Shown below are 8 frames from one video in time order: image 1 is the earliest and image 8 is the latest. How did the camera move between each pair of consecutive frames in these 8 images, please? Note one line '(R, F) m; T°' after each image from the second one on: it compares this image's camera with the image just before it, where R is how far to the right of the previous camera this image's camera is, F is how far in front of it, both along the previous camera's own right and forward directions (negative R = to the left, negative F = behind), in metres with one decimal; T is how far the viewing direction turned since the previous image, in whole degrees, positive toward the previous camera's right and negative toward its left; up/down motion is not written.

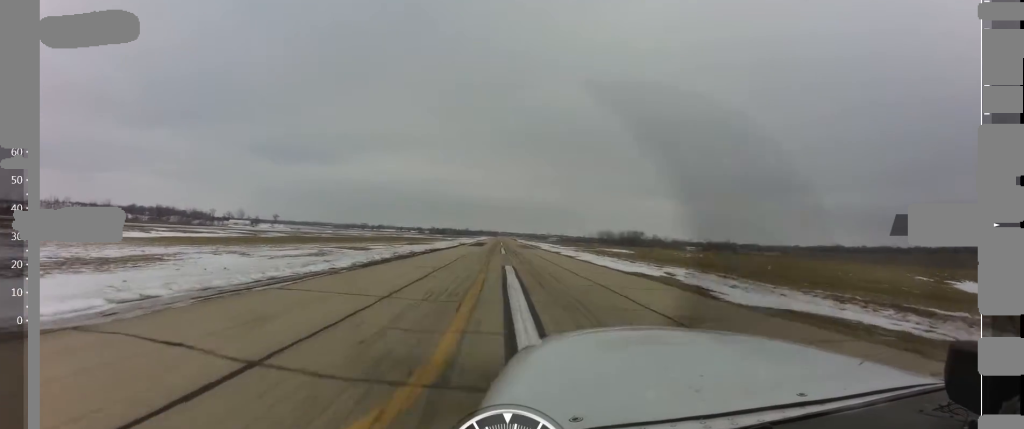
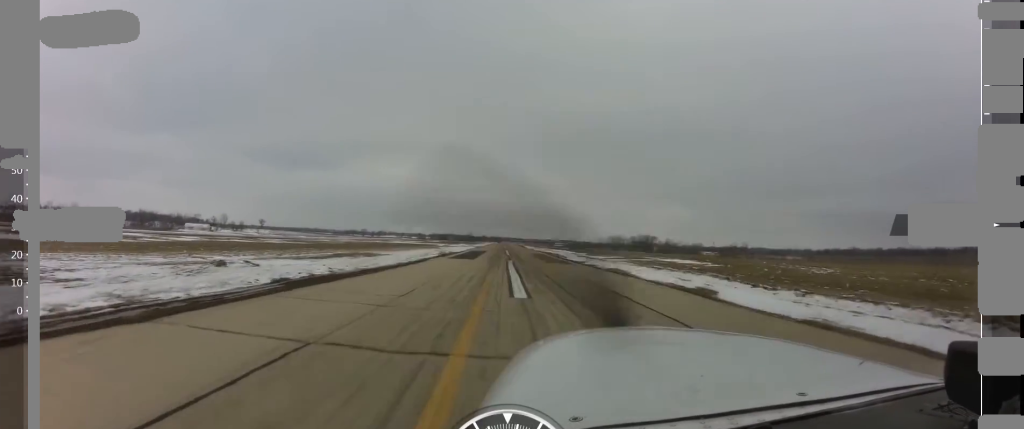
(-0.9, +36.4) m; -2°
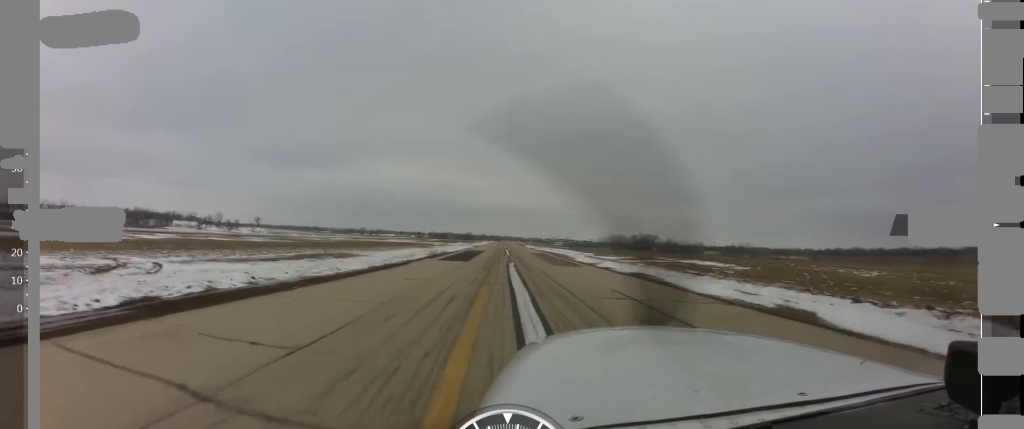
(0.0, +7.6) m; 0°
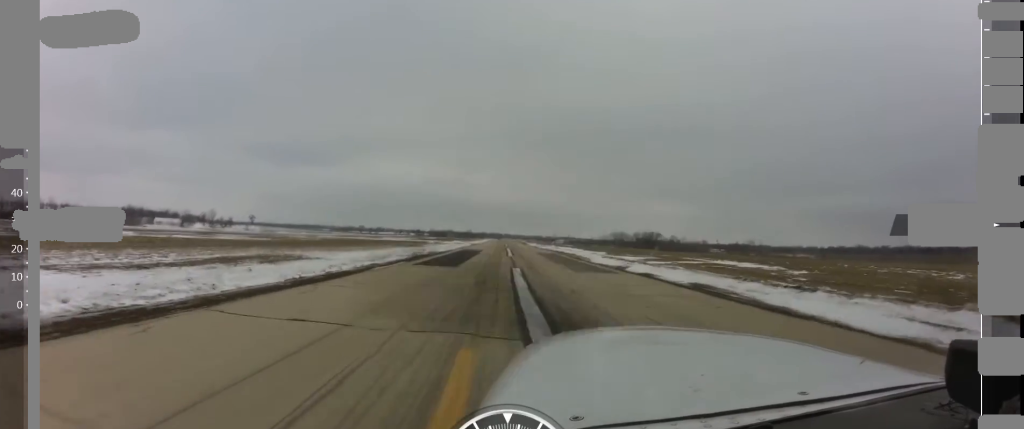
(0.0, +11.3) m; 0°
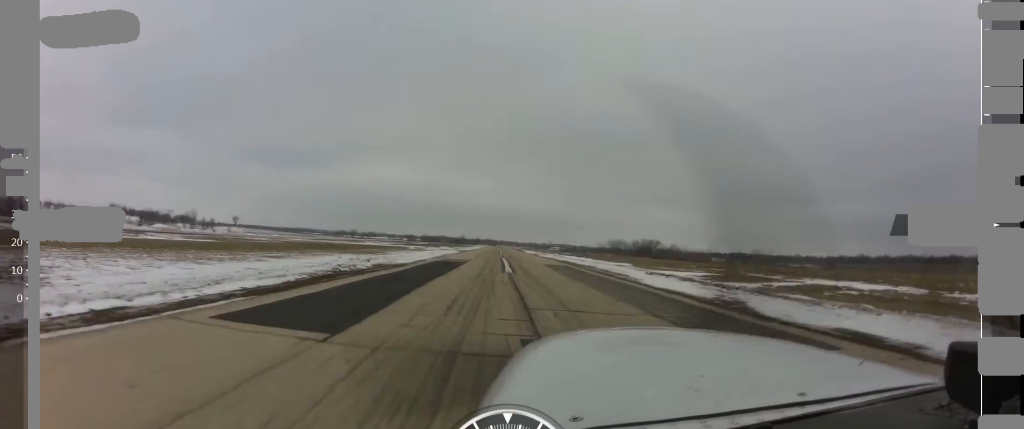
(0.0, +20.8) m; -1°
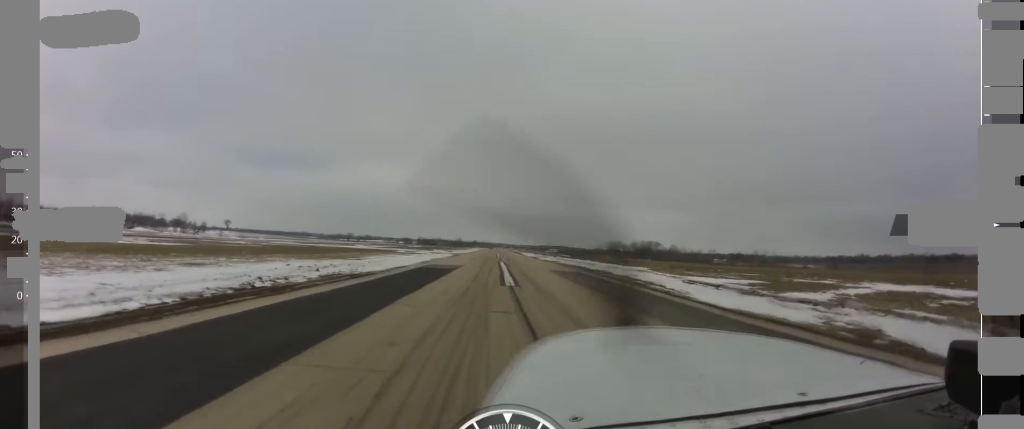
(0.0, +9.0) m; +1°
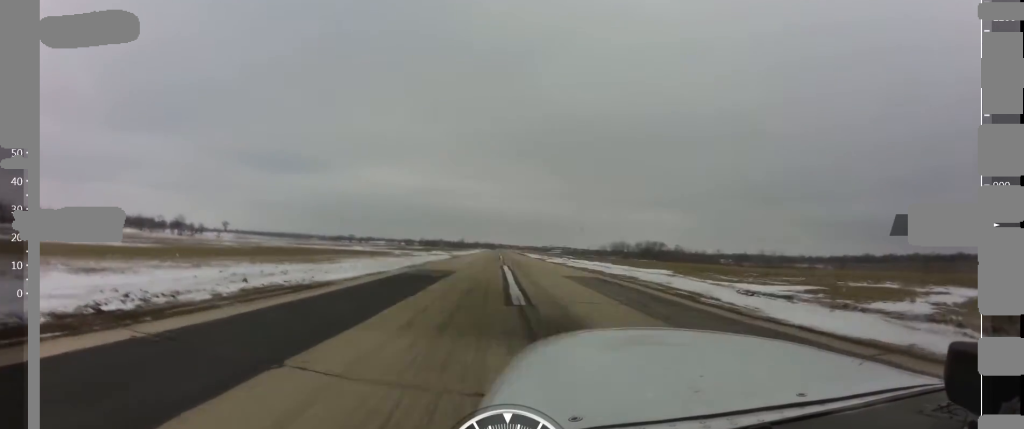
(-0.4, +7.4) m; +4°
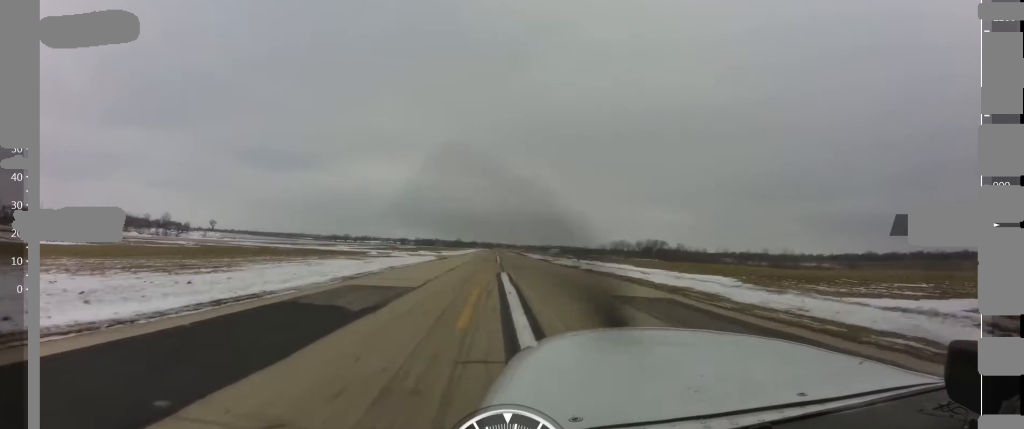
(+1.1, +14.7) m; 0°
